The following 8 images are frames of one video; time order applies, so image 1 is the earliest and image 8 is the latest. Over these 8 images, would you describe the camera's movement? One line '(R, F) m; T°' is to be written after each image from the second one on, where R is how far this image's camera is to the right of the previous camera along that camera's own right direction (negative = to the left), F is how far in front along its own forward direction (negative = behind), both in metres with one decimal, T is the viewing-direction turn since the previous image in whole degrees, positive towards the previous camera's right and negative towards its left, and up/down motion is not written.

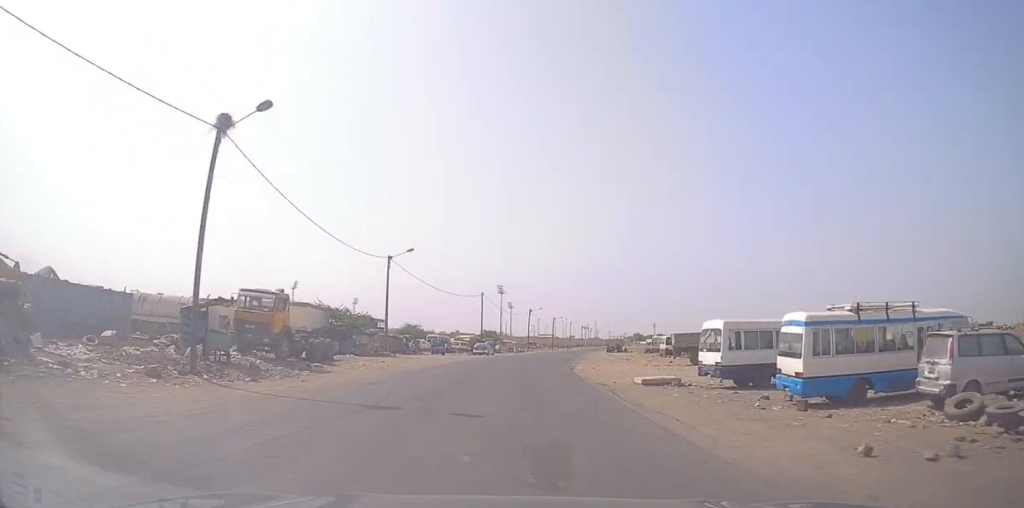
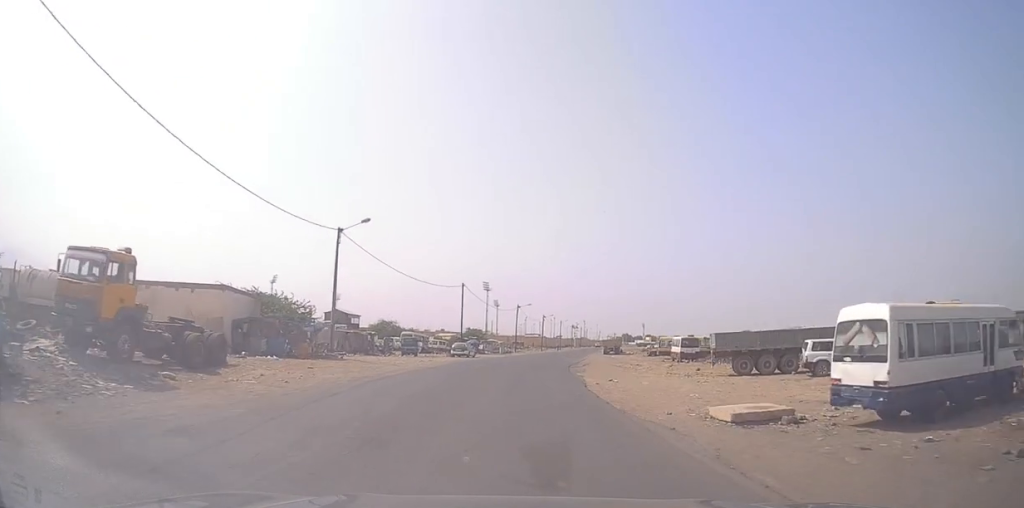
(+0.3, +11.2) m; +2°
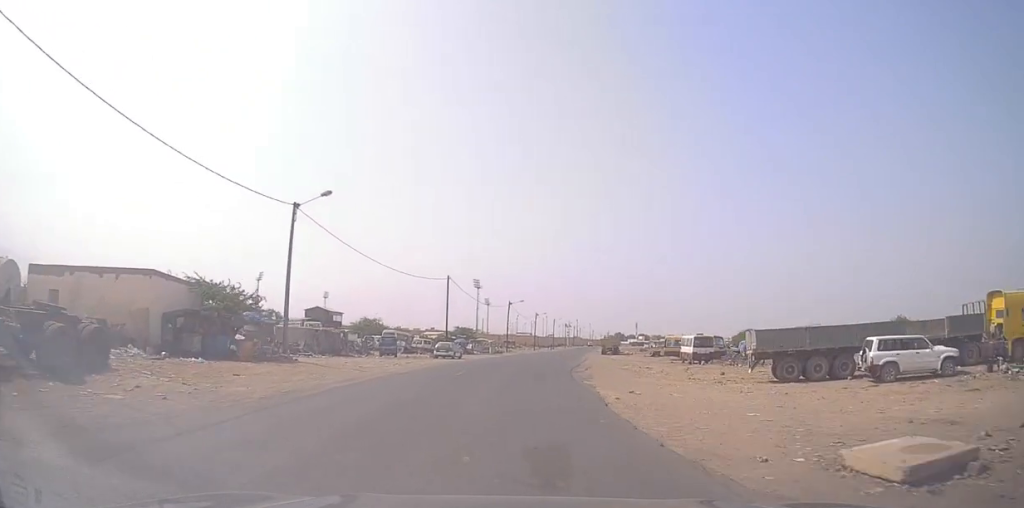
(0.0, +6.5) m; 0°
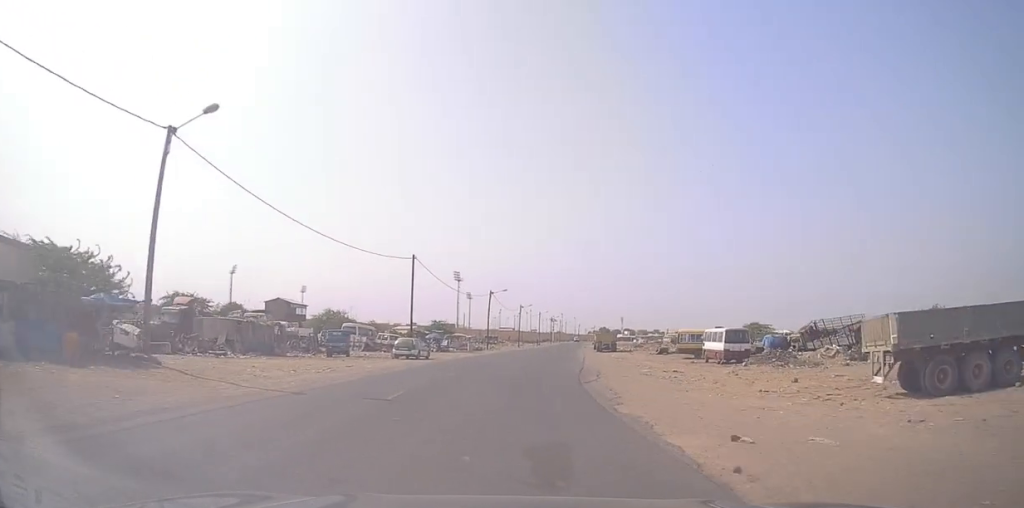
(0.0, +11.1) m; 0°
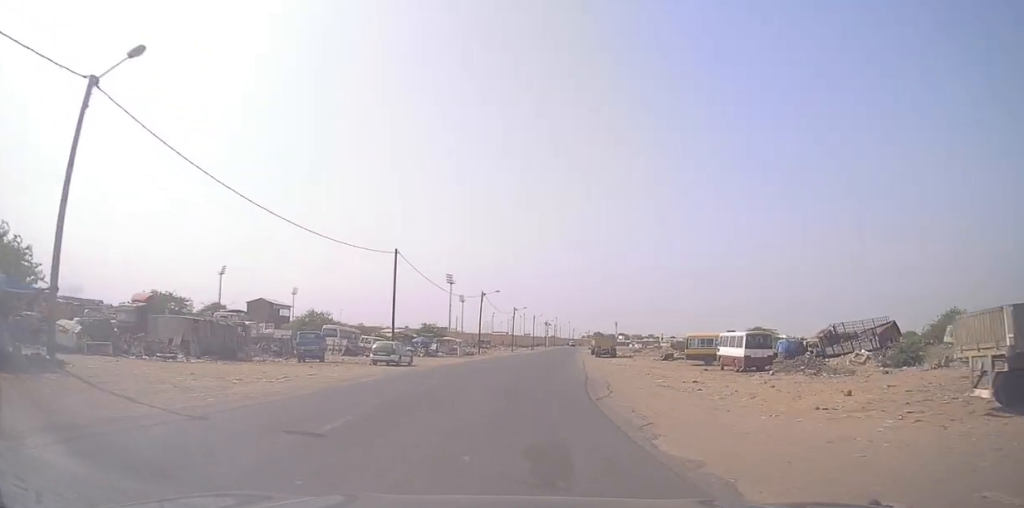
(0.0, +4.7) m; 0°
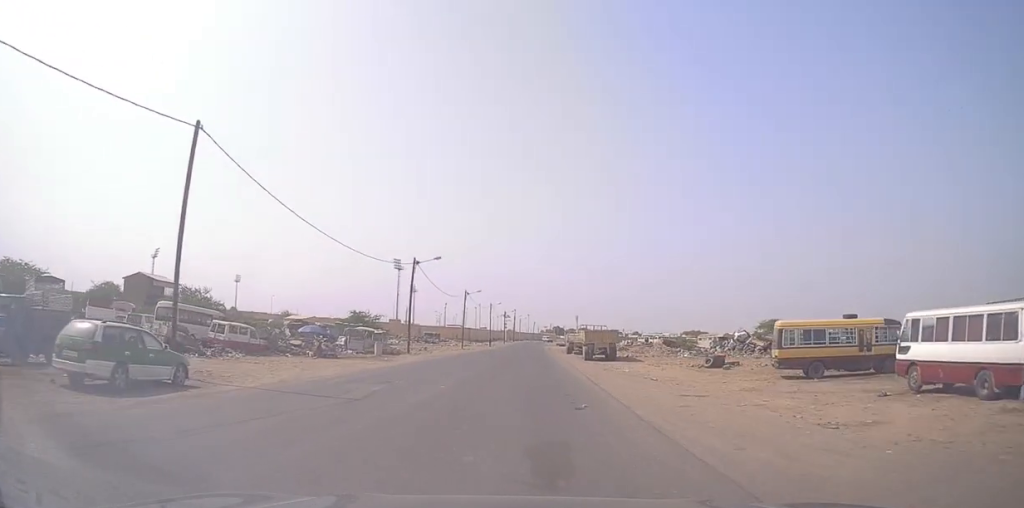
(+0.3, +23.7) m; +4°
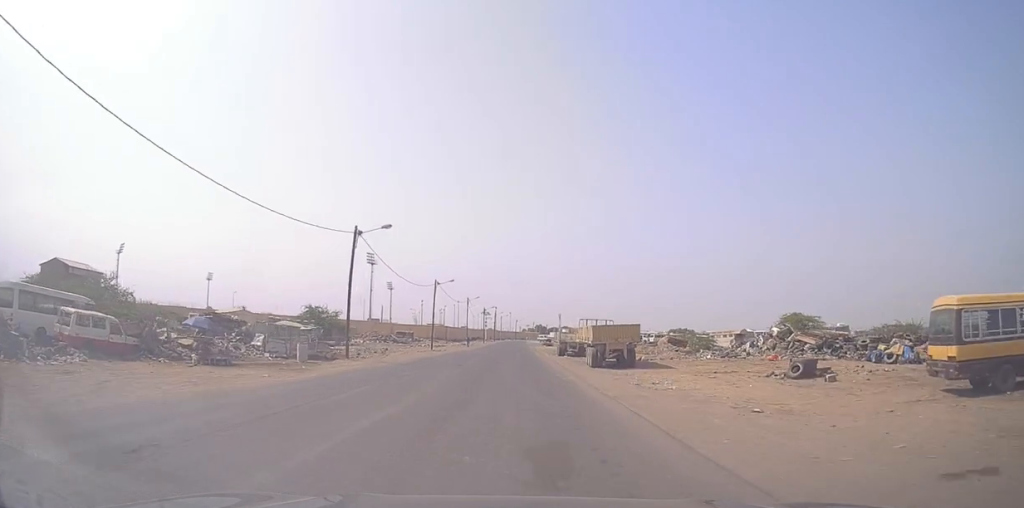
(+0.6, +12.9) m; +5°
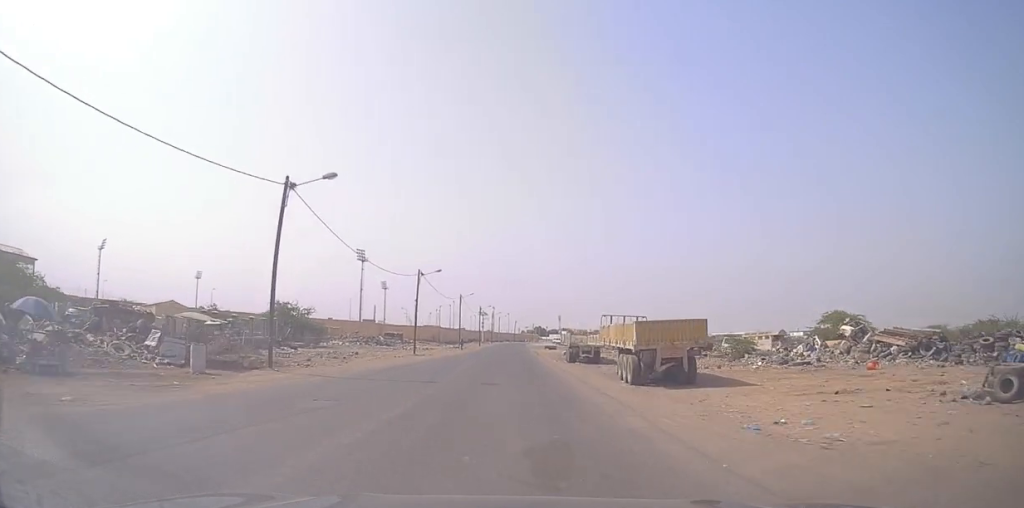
(+0.3, +11.1) m; +1°
